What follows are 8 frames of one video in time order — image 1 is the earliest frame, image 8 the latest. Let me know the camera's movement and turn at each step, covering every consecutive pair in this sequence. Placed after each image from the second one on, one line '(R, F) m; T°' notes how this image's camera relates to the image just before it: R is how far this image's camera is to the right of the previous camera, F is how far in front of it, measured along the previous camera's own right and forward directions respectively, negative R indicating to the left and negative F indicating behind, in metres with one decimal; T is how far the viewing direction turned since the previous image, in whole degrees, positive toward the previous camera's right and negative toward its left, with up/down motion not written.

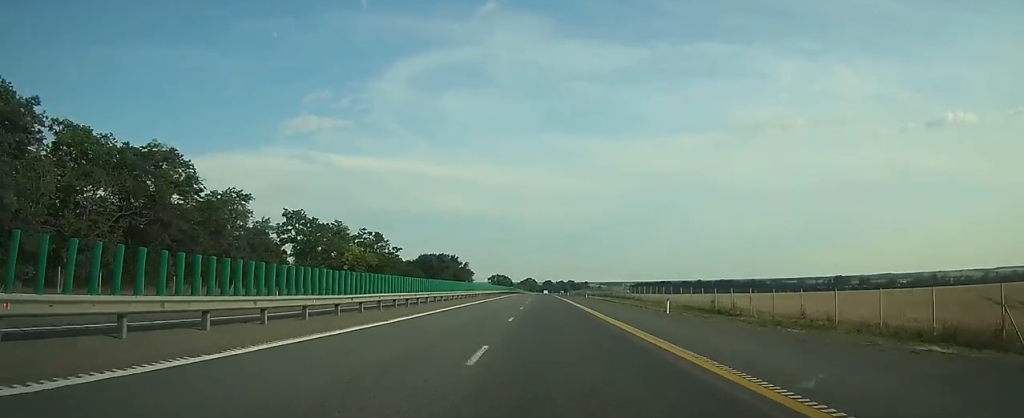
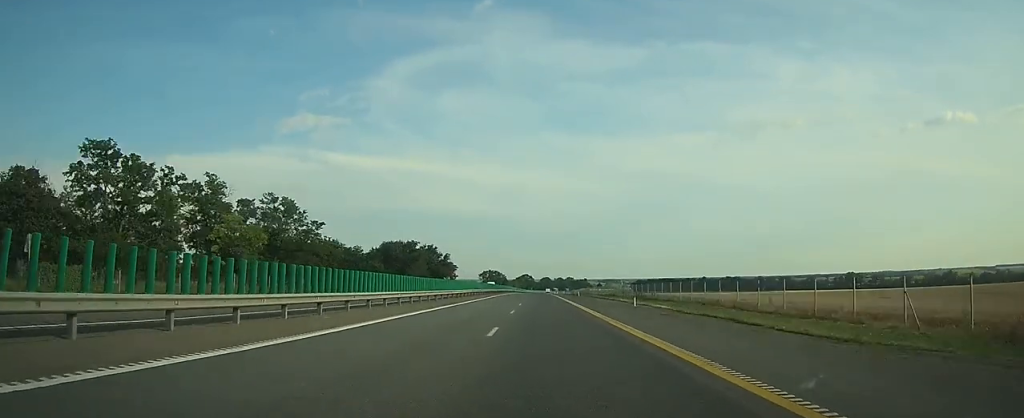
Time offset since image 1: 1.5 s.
(0.0, +43.0) m; 0°
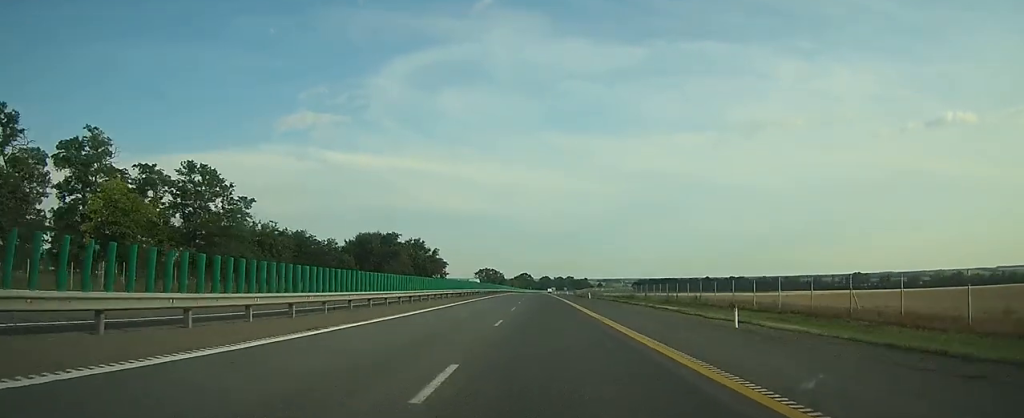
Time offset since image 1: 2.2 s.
(0.0, +20.1) m; 0°
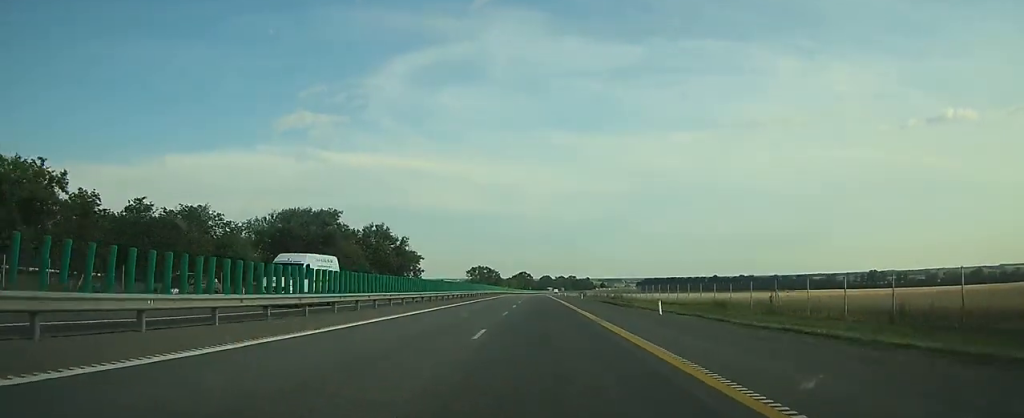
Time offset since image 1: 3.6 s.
(+0.1, +40.3) m; 0°
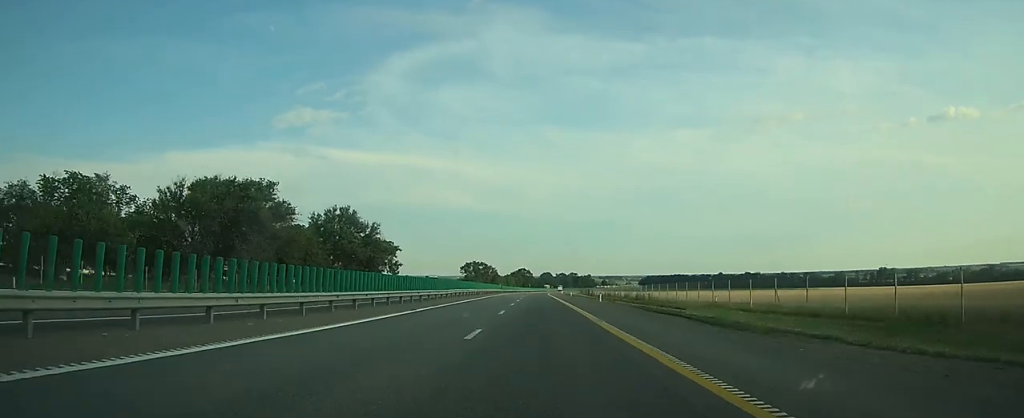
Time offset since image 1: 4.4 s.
(0.0, +24.0) m; 0°
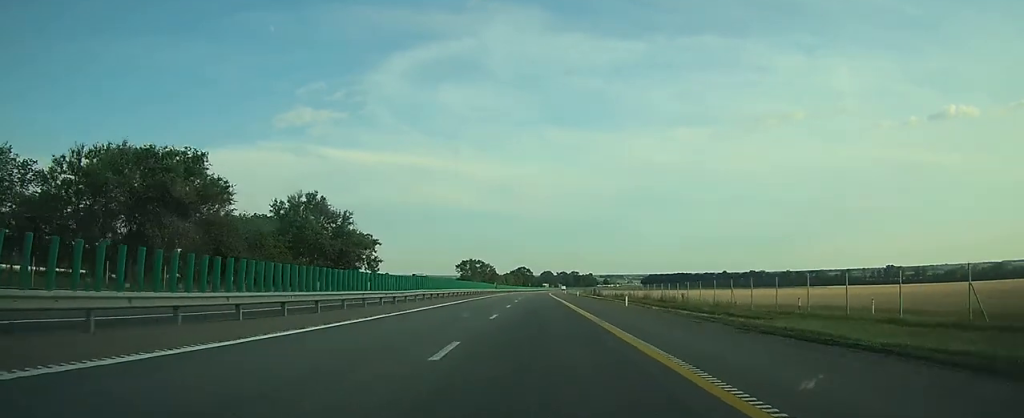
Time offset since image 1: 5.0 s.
(0.0, +16.3) m; 0°
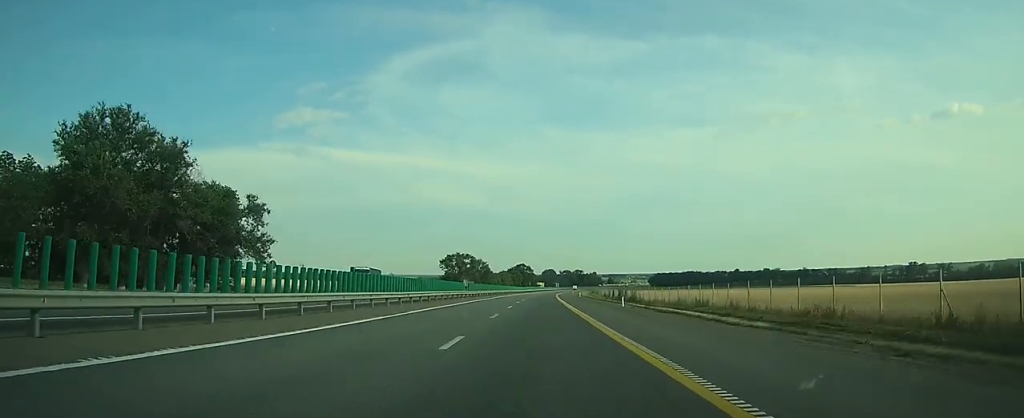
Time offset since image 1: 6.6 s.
(-0.1, +46.2) m; 0°
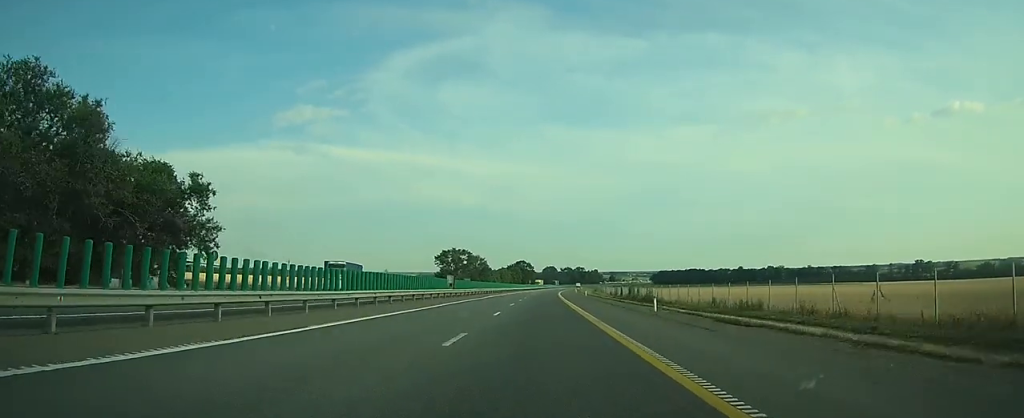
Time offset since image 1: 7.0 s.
(0.0, +11.6) m; 0°
